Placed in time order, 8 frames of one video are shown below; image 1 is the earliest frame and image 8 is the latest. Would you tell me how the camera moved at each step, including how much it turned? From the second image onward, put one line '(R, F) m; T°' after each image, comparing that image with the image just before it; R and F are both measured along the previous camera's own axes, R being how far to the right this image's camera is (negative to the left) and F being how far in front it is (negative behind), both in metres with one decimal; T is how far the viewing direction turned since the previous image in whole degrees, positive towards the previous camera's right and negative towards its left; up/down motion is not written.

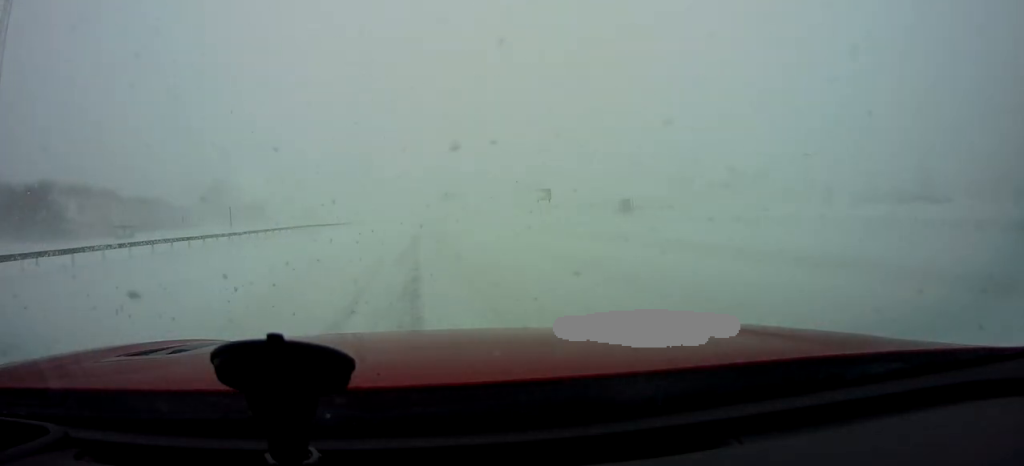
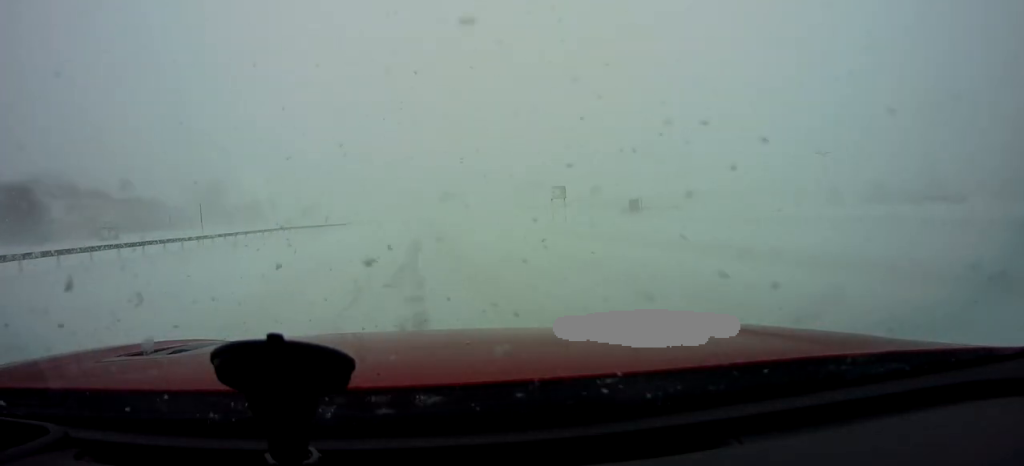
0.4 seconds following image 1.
(-0.1, +4.9) m; -1°
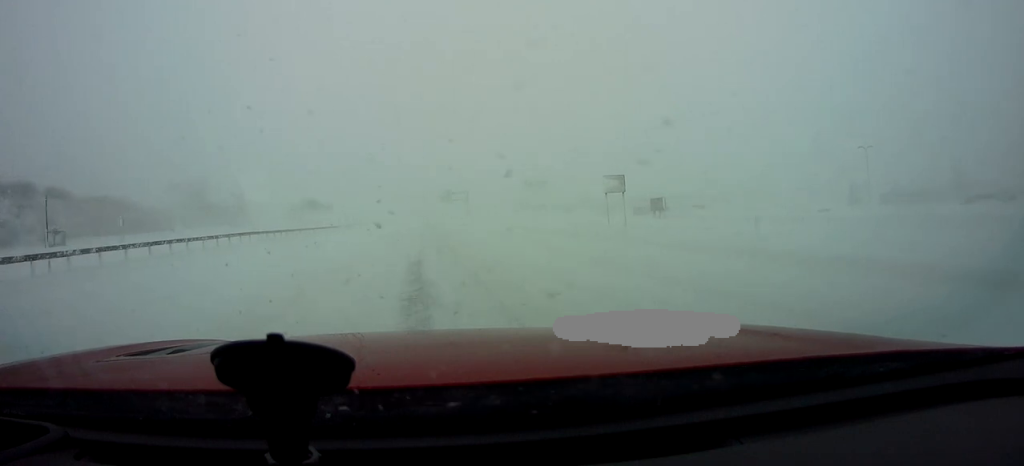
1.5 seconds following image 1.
(0.0, +12.3) m; +1°
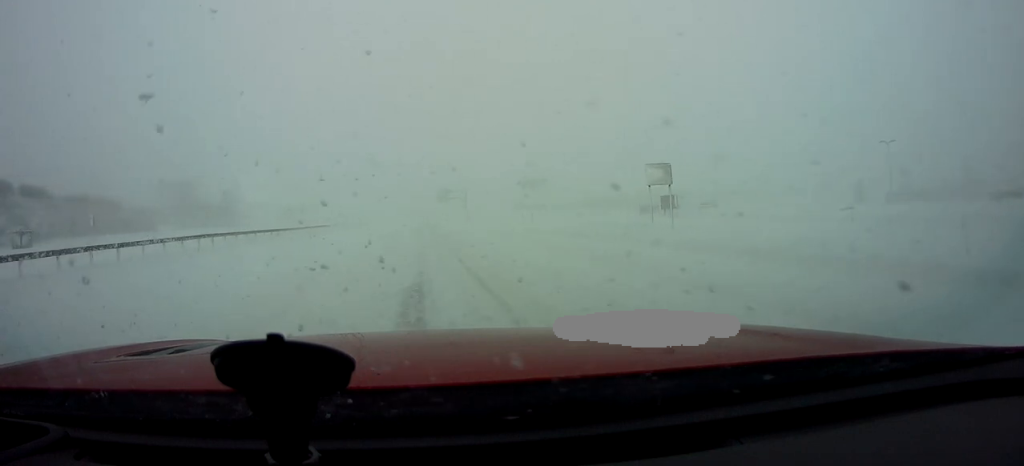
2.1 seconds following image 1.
(+0.1, +5.9) m; +2°
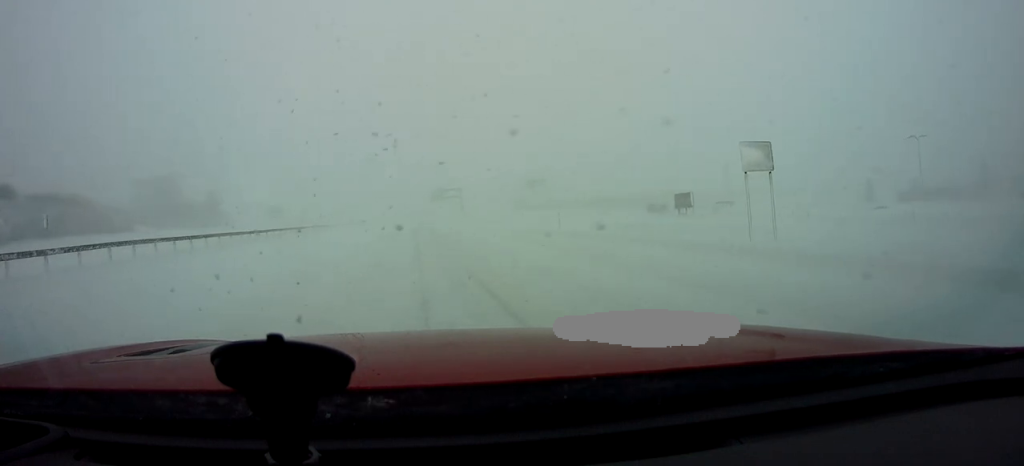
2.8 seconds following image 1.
(+0.1, +7.8) m; +1°
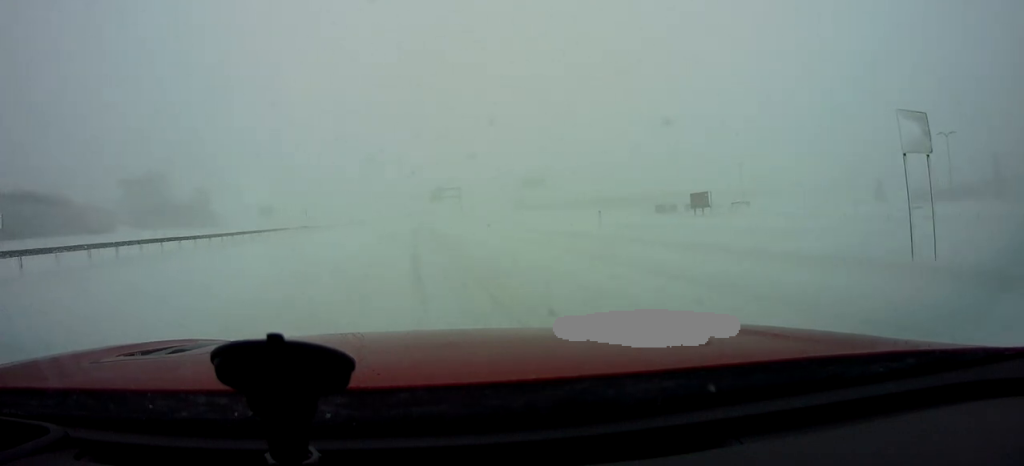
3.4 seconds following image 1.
(+0.2, +6.7) m; -1°
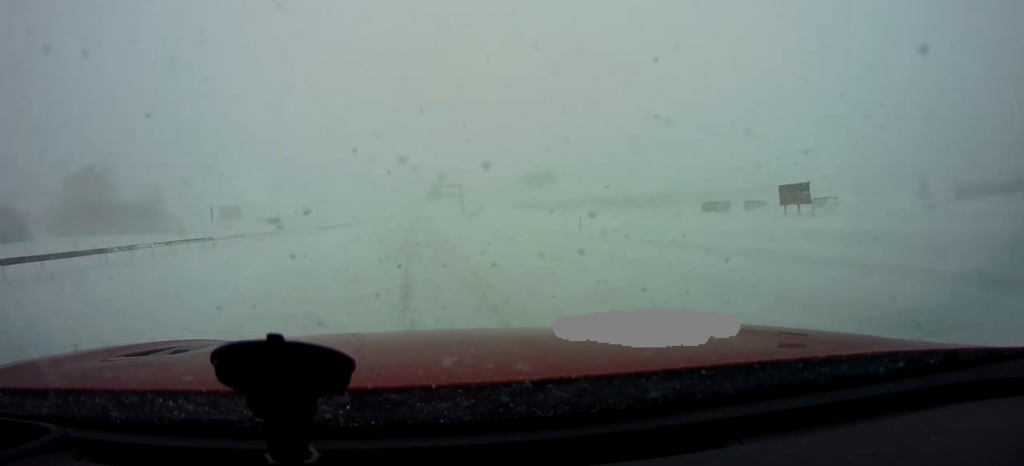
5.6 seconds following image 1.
(-0.6, +24.5) m; +1°
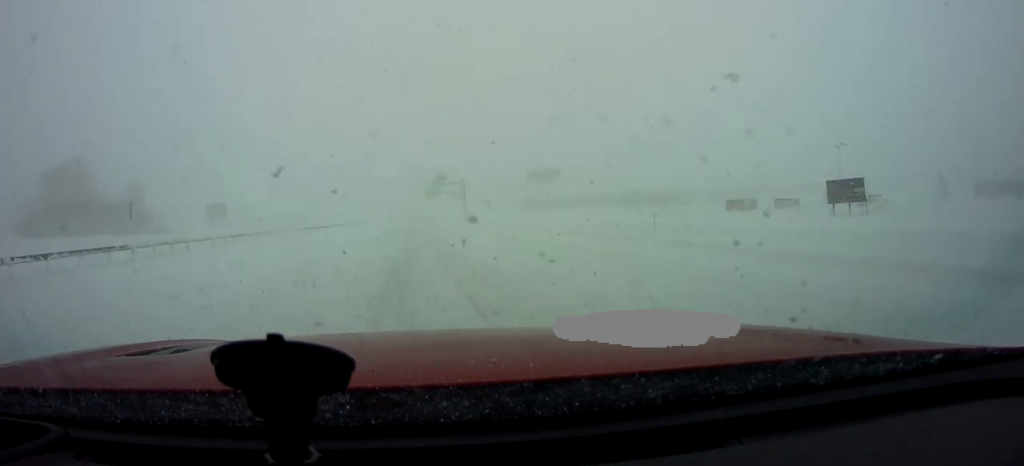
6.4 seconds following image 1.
(+0.3, +8.5) m; 0°
